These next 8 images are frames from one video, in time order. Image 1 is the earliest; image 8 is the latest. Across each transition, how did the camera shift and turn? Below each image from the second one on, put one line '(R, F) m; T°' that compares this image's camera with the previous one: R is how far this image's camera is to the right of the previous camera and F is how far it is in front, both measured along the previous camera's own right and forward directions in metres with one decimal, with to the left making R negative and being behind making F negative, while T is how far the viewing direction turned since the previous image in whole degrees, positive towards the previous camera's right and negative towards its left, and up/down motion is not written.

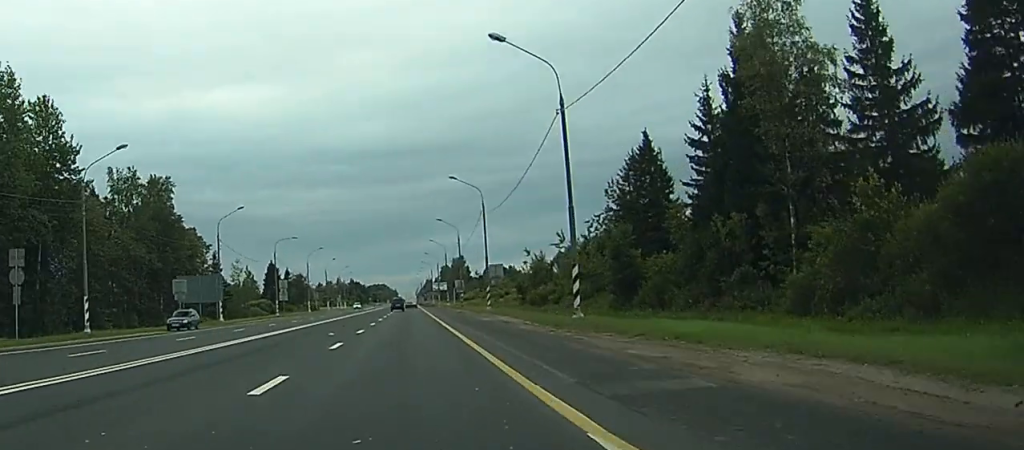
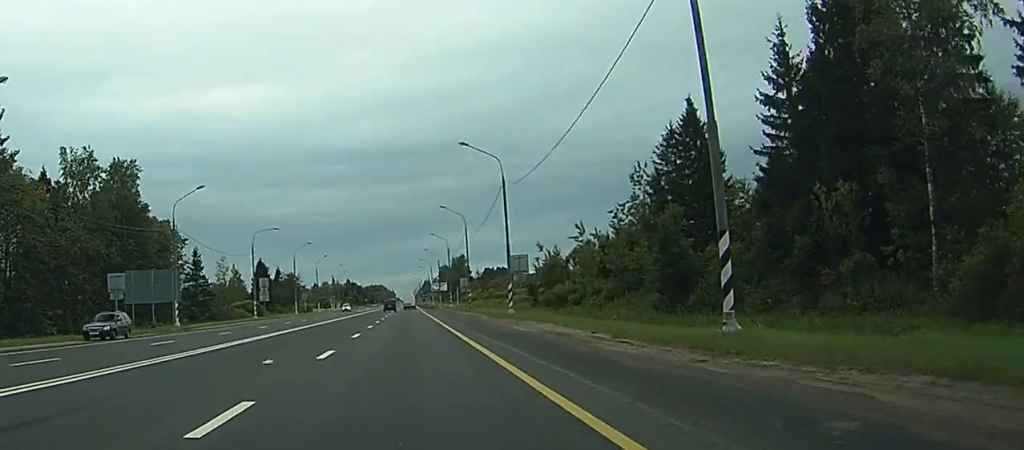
(+0.1, +15.7) m; 0°
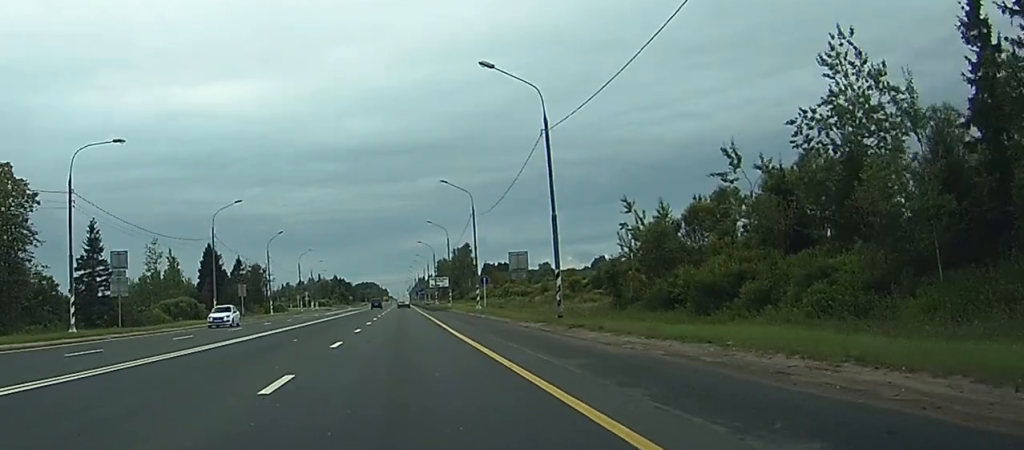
(-0.8, +56.0) m; -2°
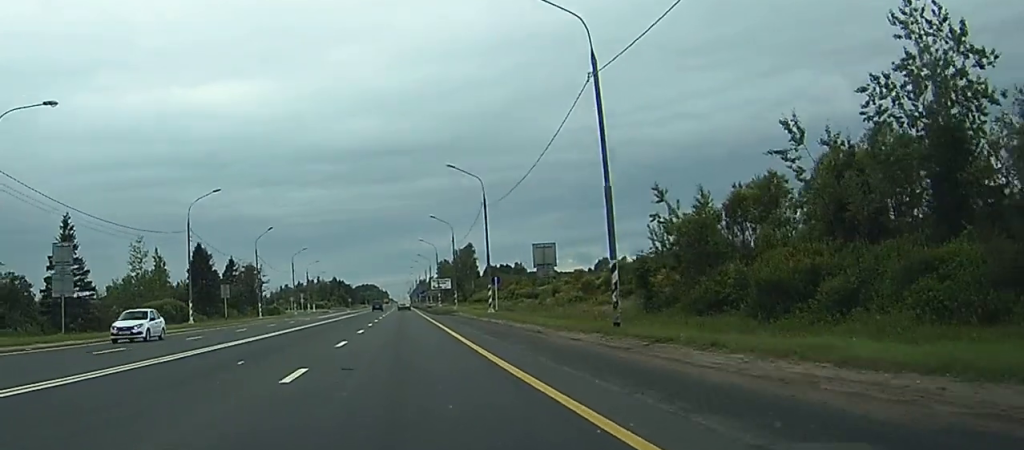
(+0.1, +9.9) m; 0°
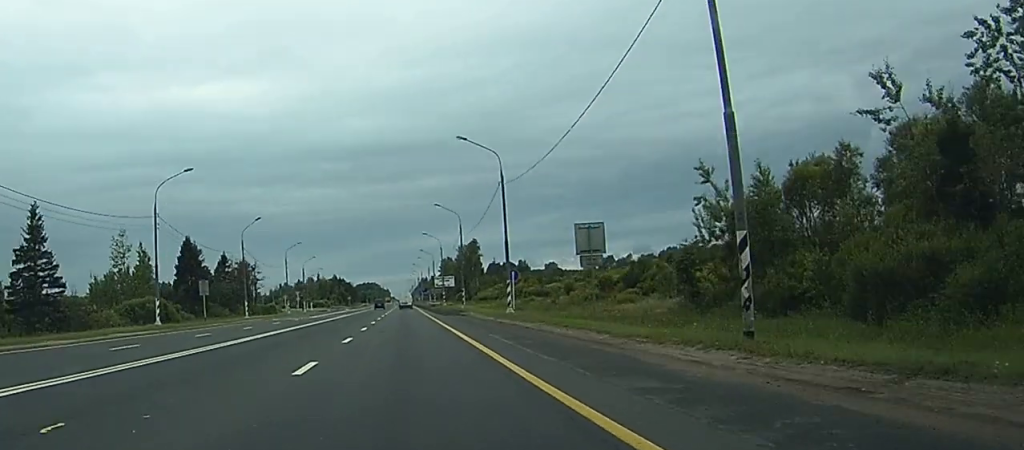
(-0.1, +10.7) m; +1°
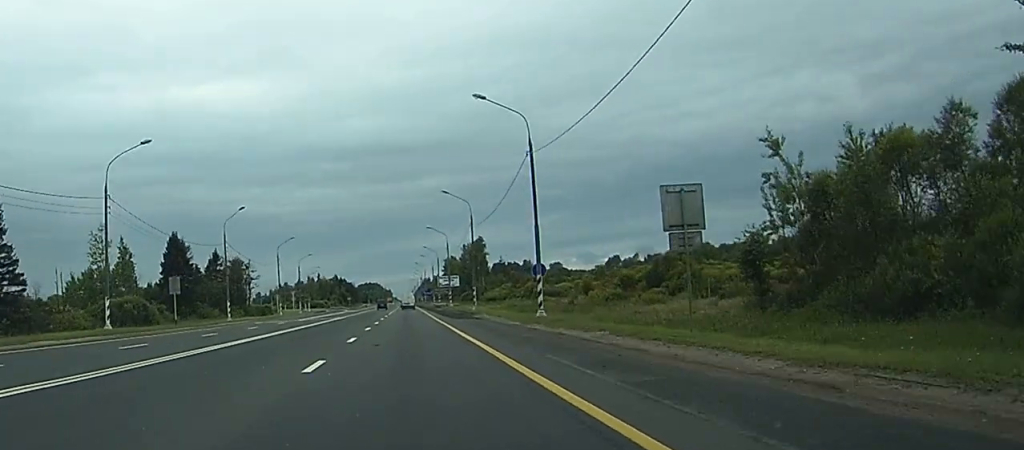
(-0.2, +11.4) m; +1°
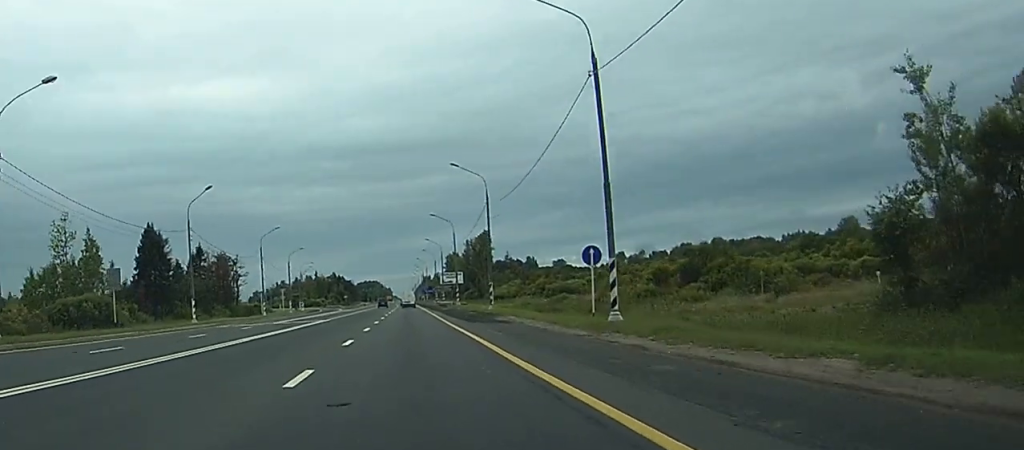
(+0.6, +14.7) m; +1°
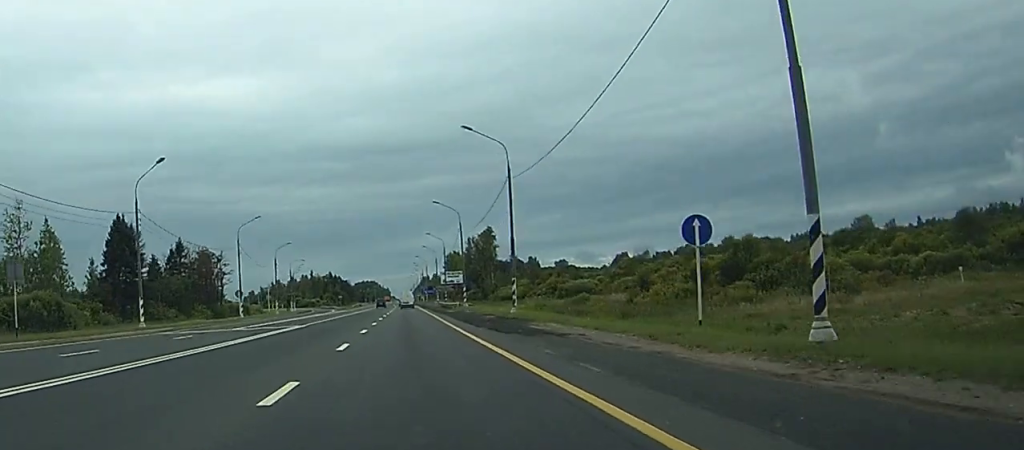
(0.0, +14.1) m; 0°
